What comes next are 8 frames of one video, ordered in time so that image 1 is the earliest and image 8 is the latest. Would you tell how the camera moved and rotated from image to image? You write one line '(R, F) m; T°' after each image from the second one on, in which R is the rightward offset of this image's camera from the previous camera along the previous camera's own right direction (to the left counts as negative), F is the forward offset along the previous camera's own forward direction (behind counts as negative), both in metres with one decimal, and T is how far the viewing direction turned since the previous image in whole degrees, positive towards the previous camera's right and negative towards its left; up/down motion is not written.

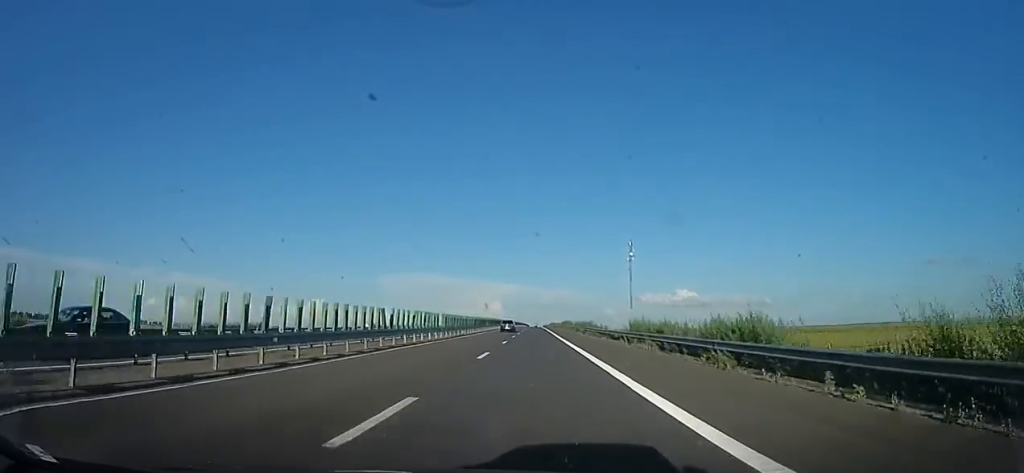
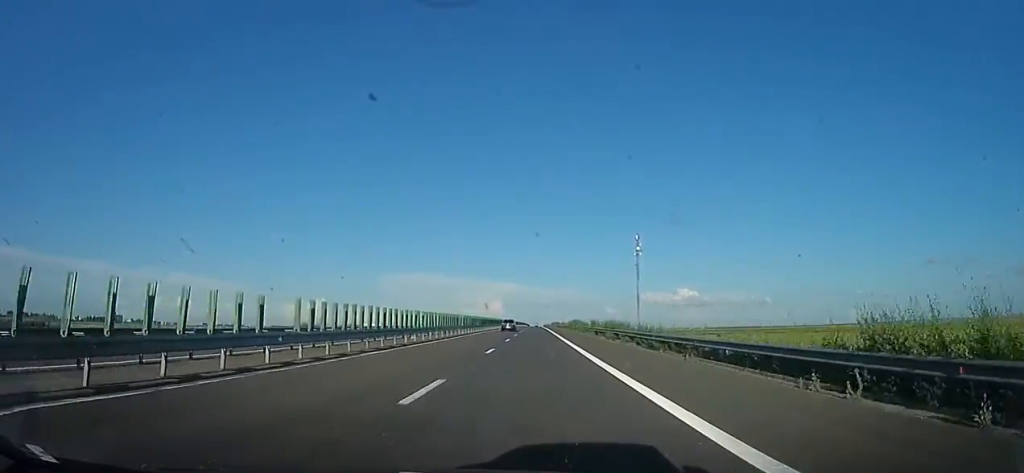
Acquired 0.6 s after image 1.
(-1.0, +21.9) m; 0°
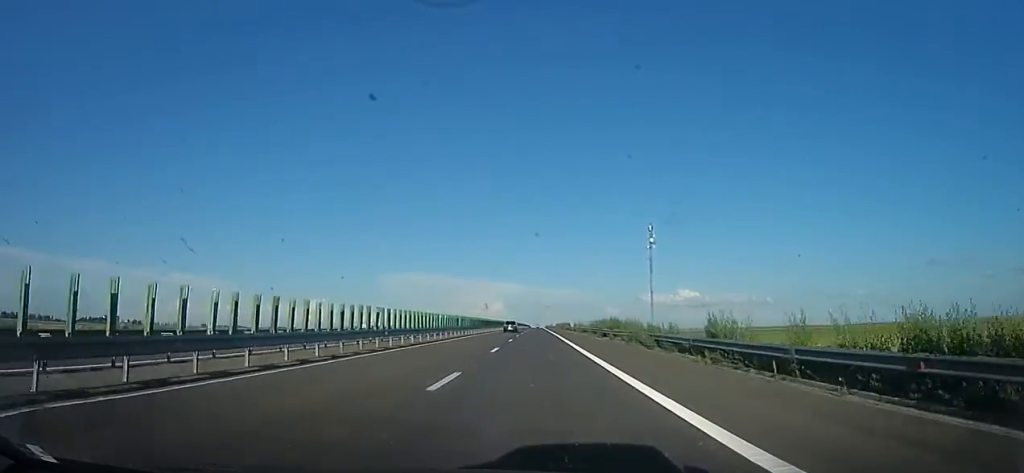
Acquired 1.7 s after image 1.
(+0.5, +35.6) m; 0°
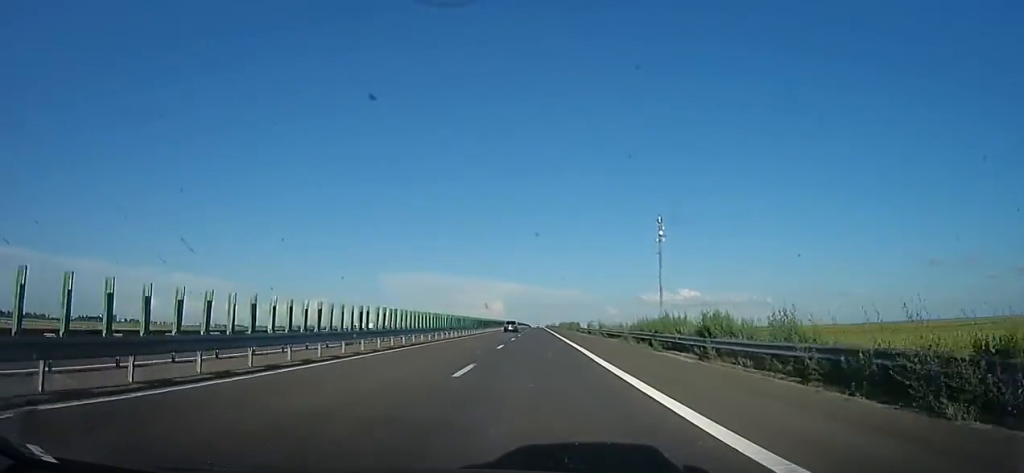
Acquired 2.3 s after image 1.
(+0.1, +21.8) m; -1°
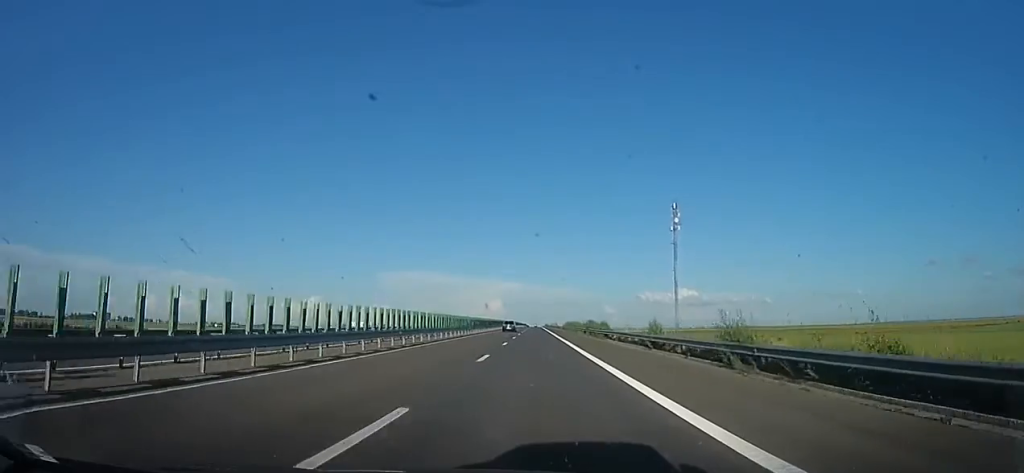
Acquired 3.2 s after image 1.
(-1.0, +31.5) m; -1°
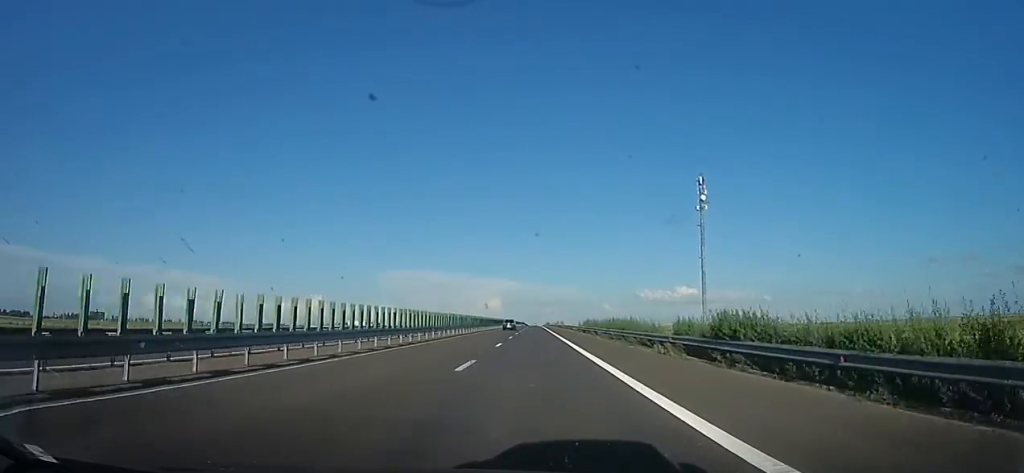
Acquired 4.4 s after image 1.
(+0.6, +39.8) m; +2°
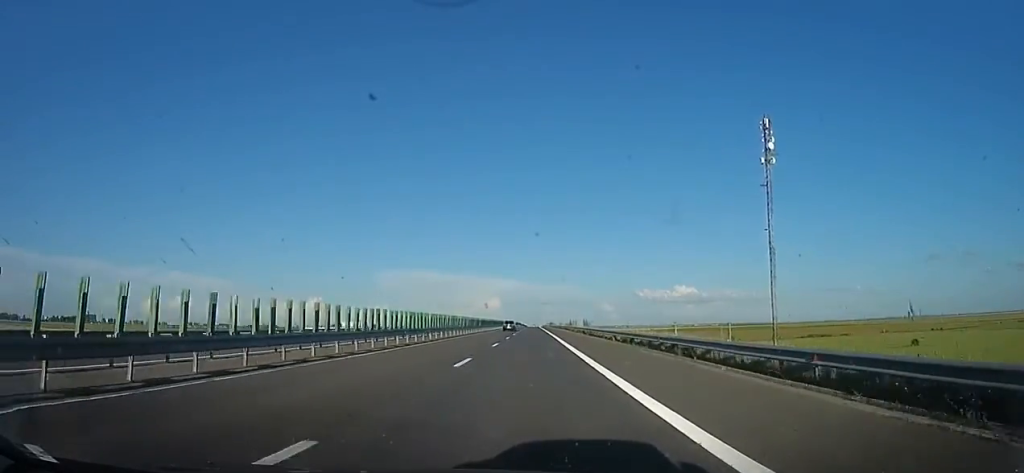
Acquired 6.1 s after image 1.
(-0.3, +59.3) m; 0°
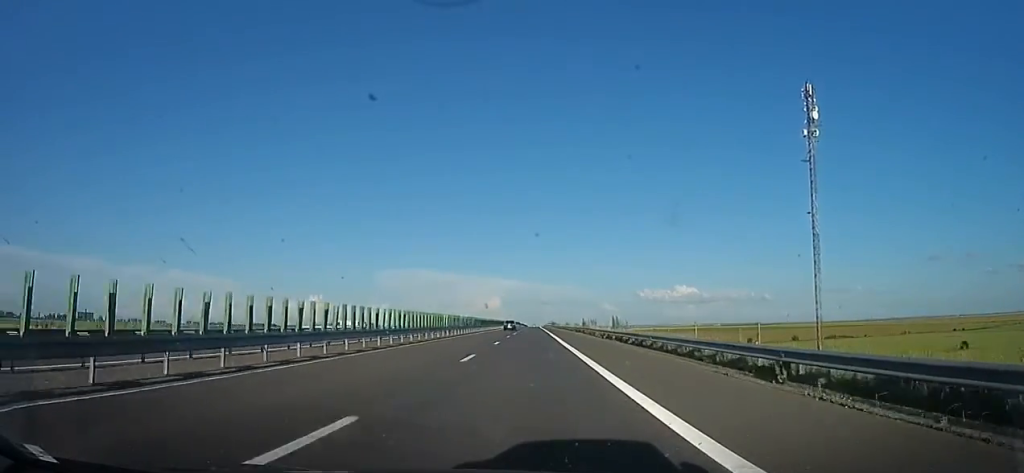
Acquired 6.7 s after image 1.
(+0.8, +22.9) m; 0°
